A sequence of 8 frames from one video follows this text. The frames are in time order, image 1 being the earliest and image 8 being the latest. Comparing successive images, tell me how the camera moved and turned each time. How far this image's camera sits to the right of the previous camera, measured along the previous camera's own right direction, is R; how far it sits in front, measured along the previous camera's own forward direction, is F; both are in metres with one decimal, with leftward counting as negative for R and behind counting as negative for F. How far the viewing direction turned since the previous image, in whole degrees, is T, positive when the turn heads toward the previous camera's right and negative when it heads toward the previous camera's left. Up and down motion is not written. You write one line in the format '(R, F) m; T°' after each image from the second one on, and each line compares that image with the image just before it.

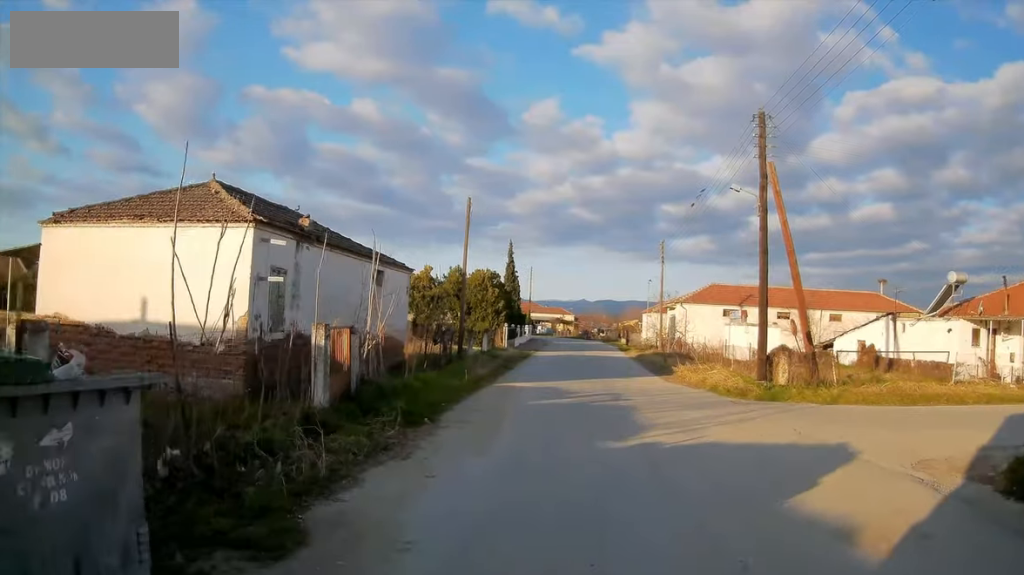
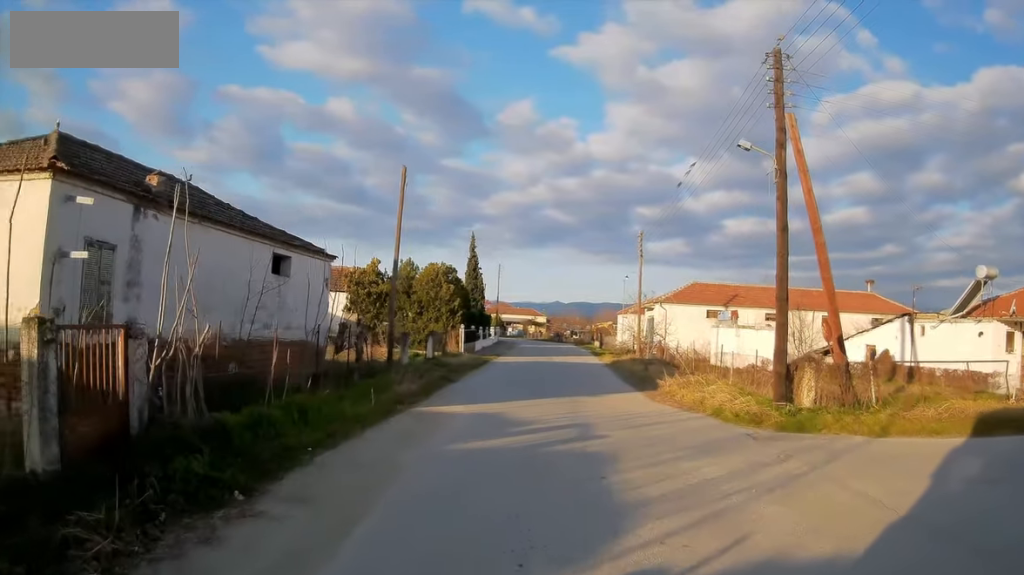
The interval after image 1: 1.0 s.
(+0.2, +6.0) m; +3°
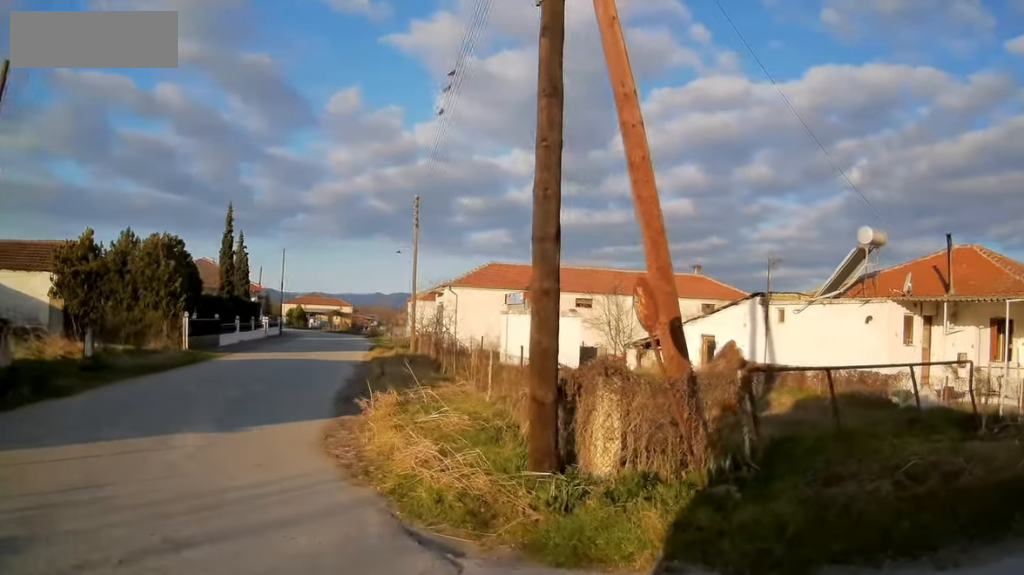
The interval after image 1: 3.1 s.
(+0.5, +9.8) m; +16°
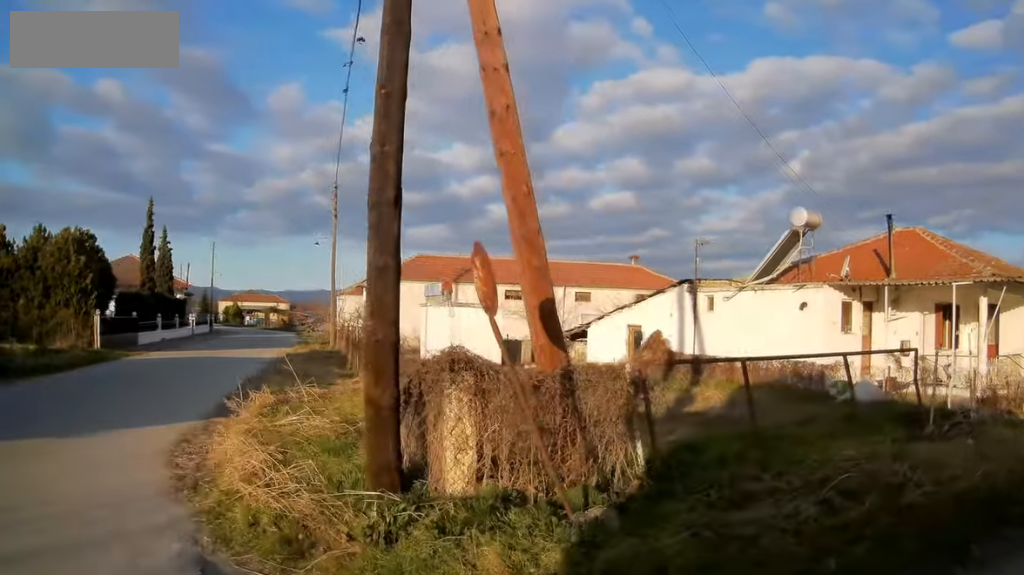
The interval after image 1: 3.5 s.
(-0.1, +1.7) m; +8°
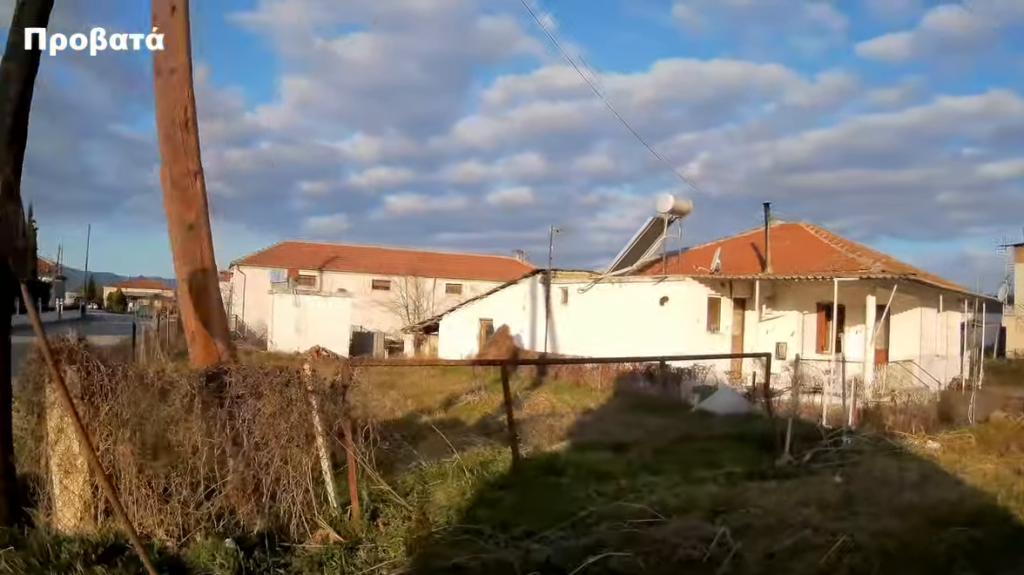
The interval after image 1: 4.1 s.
(+0.6, +2.4) m; +10°
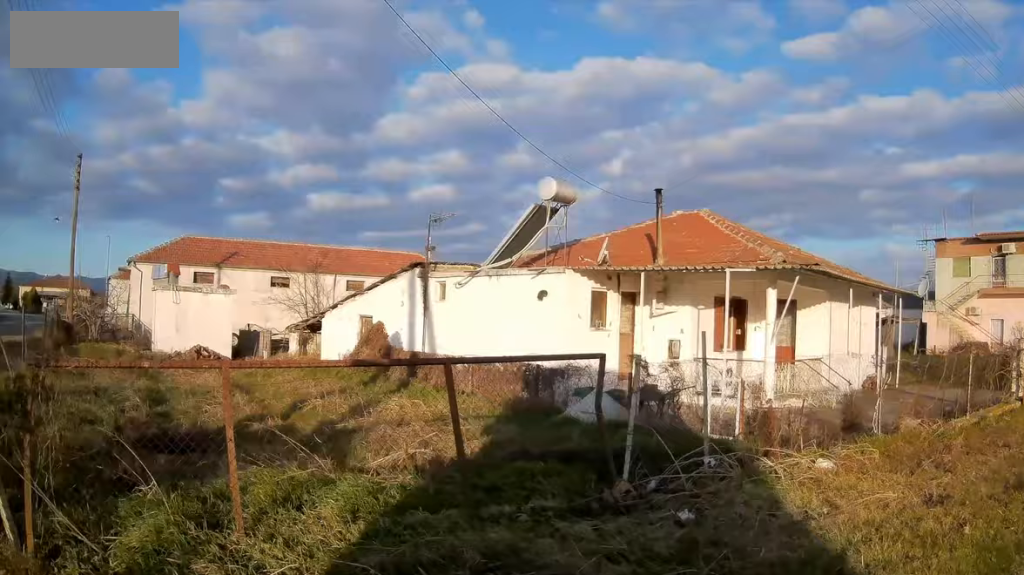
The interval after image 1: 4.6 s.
(+0.2, +1.7) m; +7°
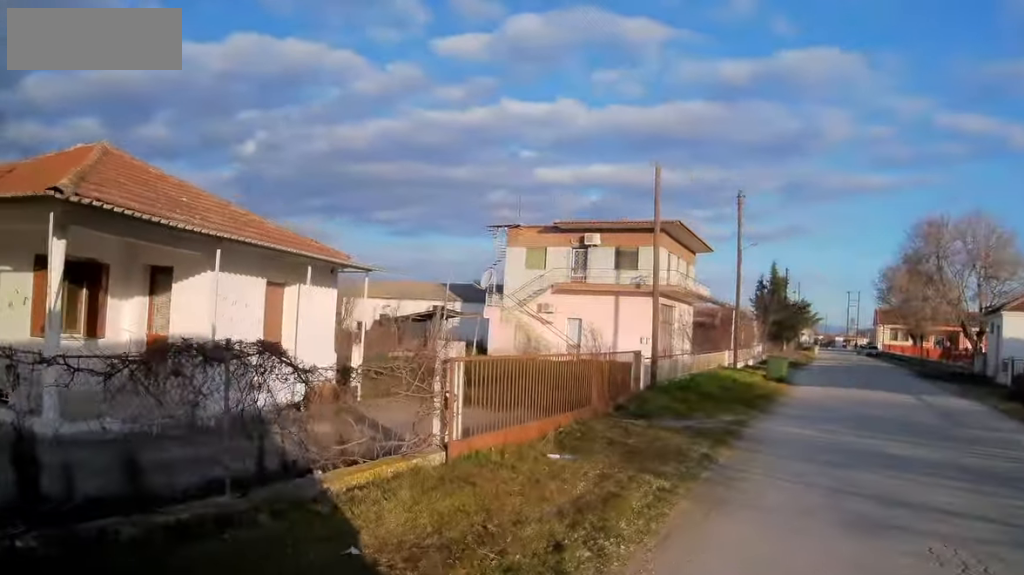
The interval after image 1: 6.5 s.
(+0.9, +6.9) m; +19°
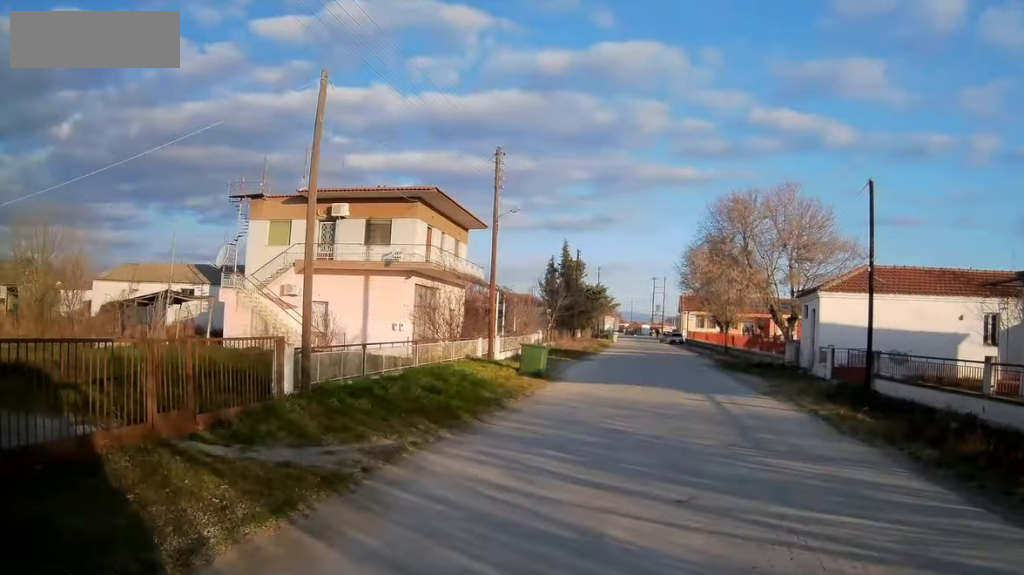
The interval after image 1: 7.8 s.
(+0.7, +4.3) m; +24°
